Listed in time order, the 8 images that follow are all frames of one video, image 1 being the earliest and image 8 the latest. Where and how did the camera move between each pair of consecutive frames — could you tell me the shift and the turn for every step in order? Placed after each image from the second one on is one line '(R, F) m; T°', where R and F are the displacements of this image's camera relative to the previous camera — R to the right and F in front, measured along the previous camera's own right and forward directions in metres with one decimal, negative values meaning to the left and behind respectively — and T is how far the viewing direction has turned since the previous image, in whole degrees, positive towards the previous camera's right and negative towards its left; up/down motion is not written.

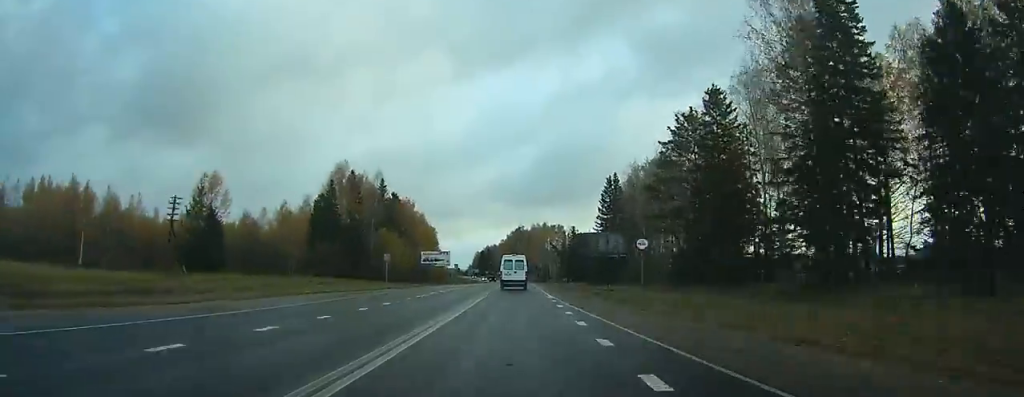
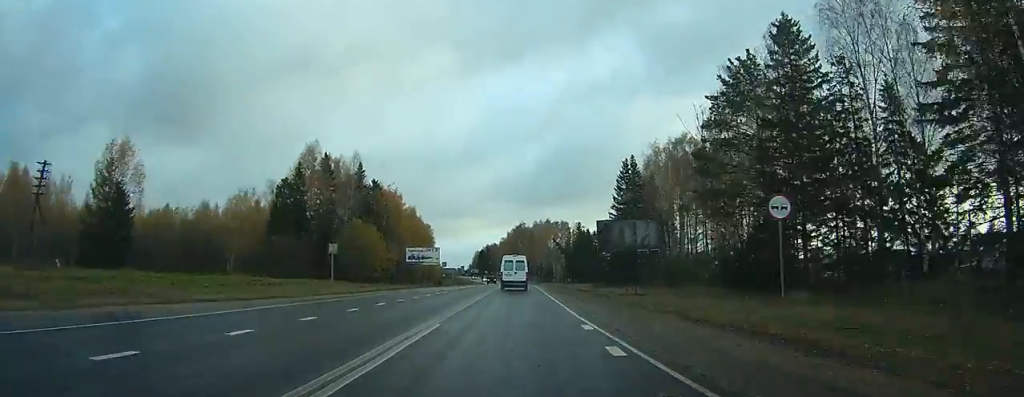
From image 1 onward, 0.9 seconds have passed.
(0.0, +17.4) m; 0°
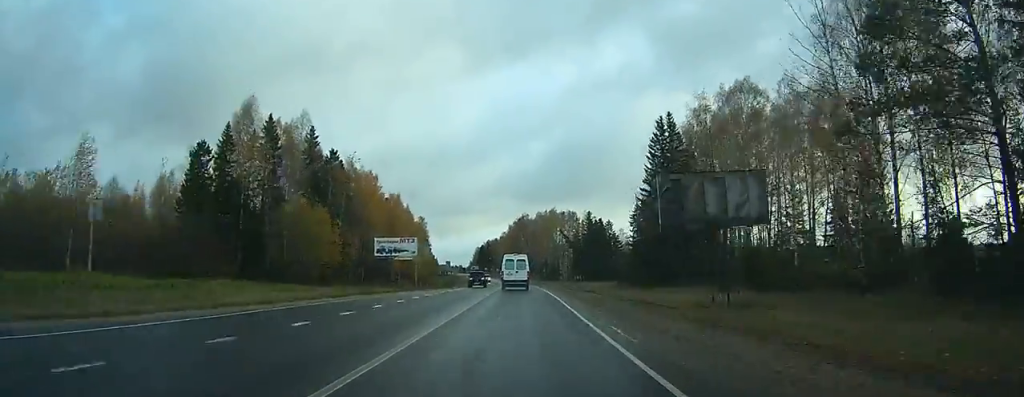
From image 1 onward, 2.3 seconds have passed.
(-0.1, +25.0) m; 0°
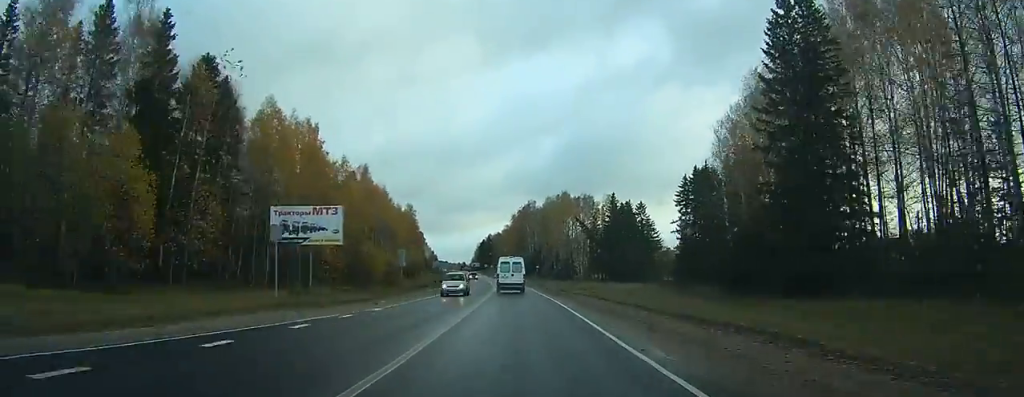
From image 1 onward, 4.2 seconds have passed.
(-0.2, +36.8) m; -1°
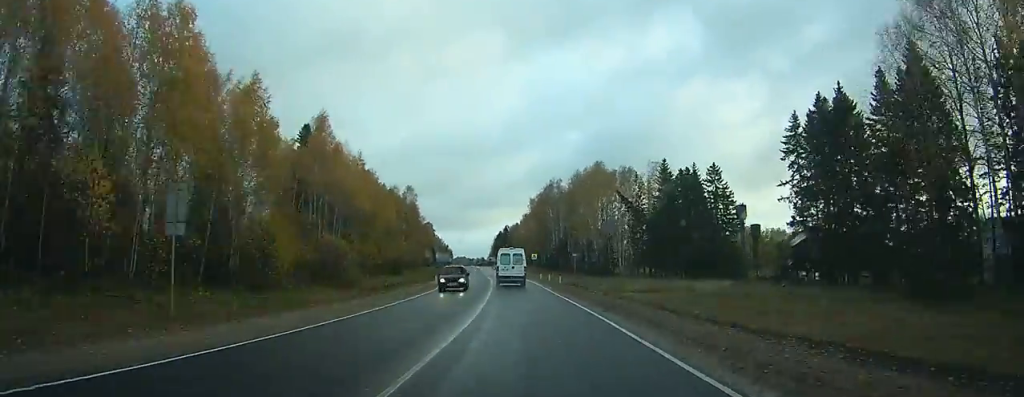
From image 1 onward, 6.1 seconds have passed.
(-0.1, +35.8) m; -1°
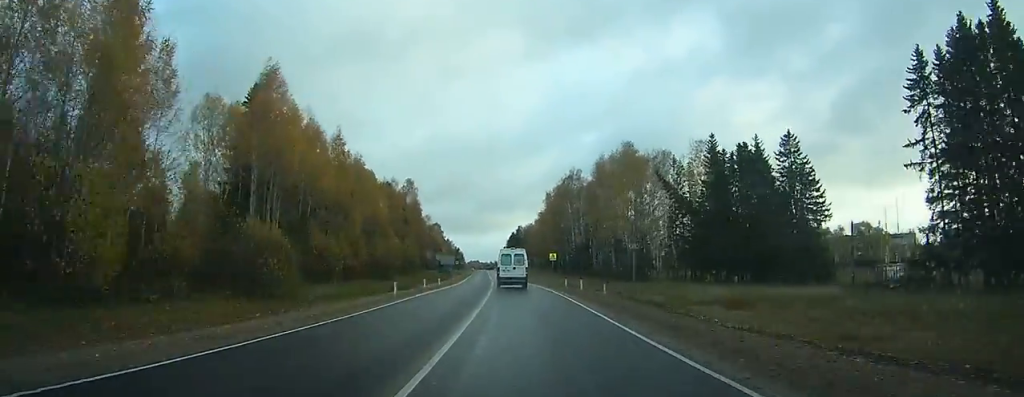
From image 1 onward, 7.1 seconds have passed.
(-0.3, +20.6) m; -1°
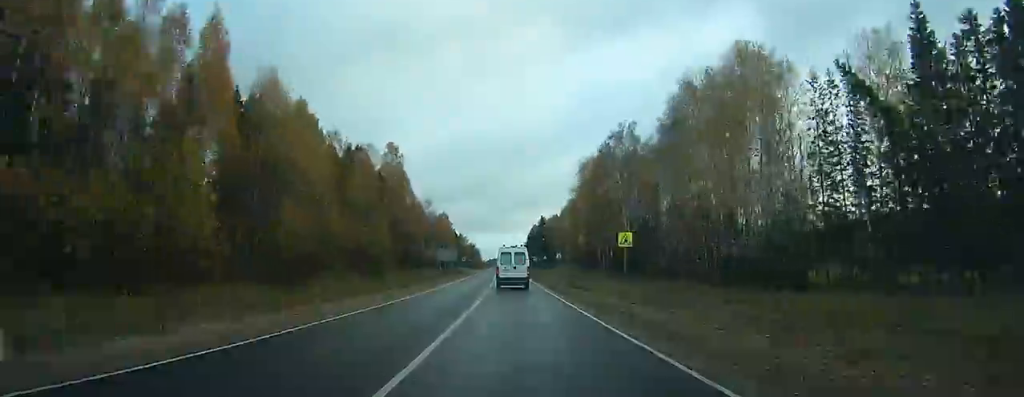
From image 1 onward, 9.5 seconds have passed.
(-0.8, +44.8) m; -2°
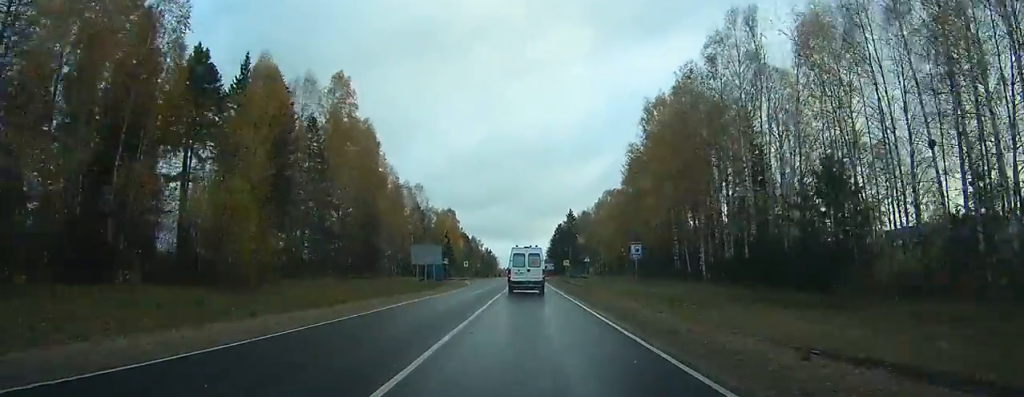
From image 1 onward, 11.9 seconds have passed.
(-1.0, +45.5) m; -2°
